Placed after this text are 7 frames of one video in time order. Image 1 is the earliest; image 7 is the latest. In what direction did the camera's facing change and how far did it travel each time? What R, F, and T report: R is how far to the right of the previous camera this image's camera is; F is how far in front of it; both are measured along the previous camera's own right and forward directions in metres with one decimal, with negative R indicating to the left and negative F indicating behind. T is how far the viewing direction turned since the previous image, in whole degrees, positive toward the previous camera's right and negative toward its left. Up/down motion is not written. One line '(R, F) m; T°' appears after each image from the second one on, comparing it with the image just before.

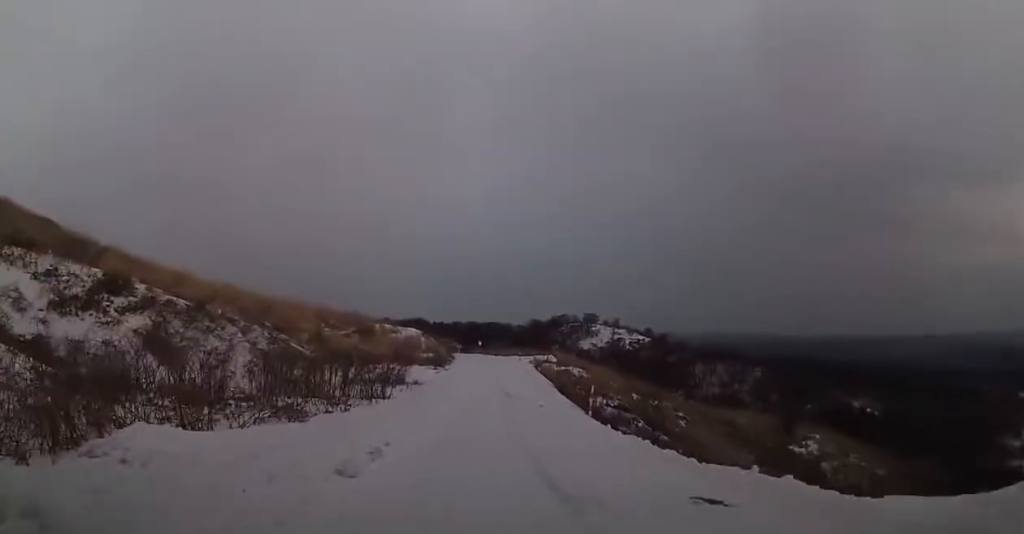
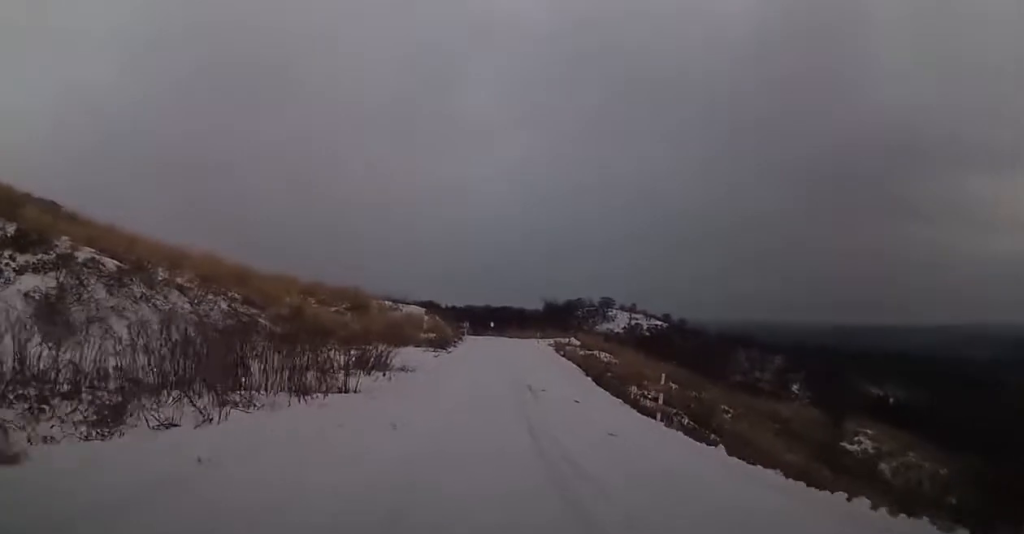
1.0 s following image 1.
(-0.4, +12.0) m; -2°
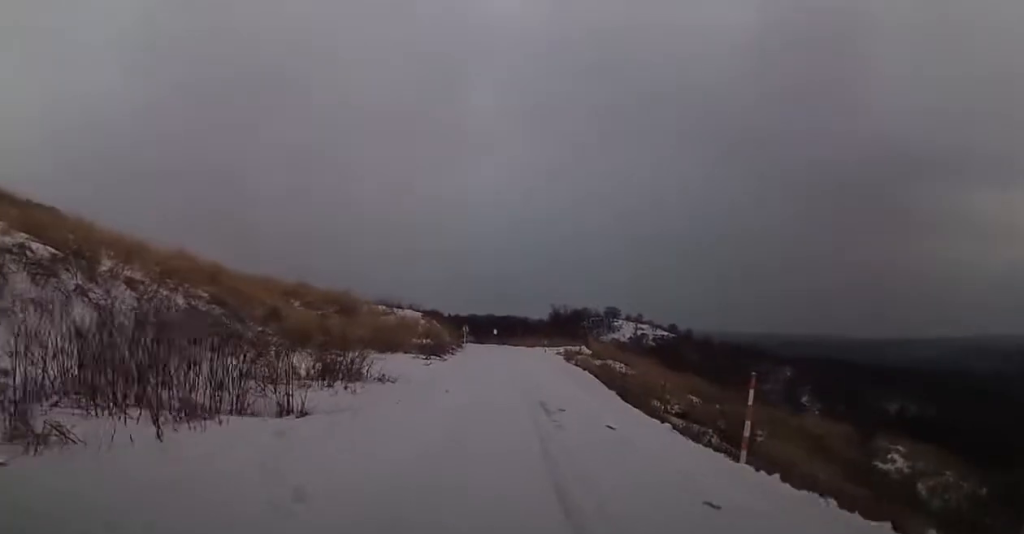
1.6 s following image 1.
(0.0, +7.3) m; 0°
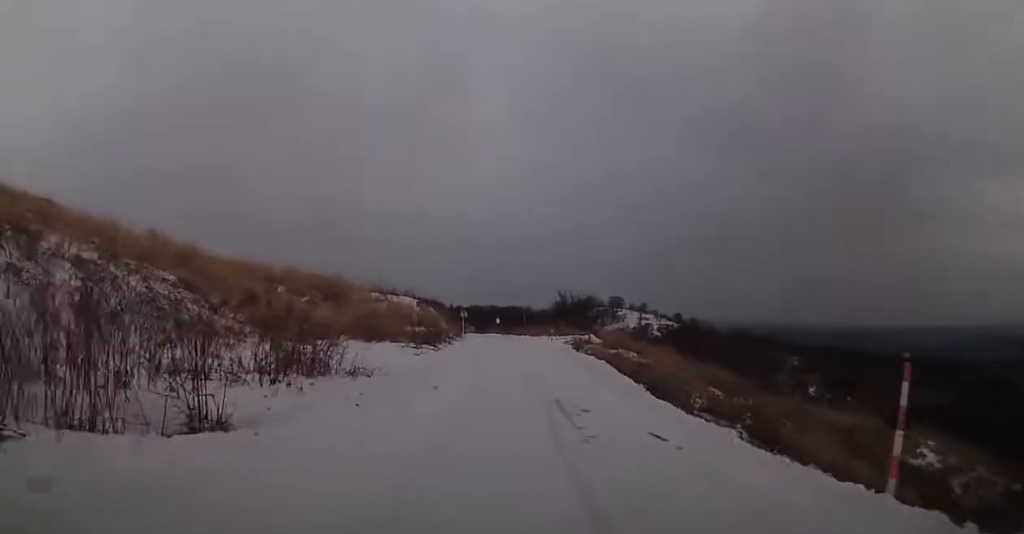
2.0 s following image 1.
(0.0, +5.7) m; 0°
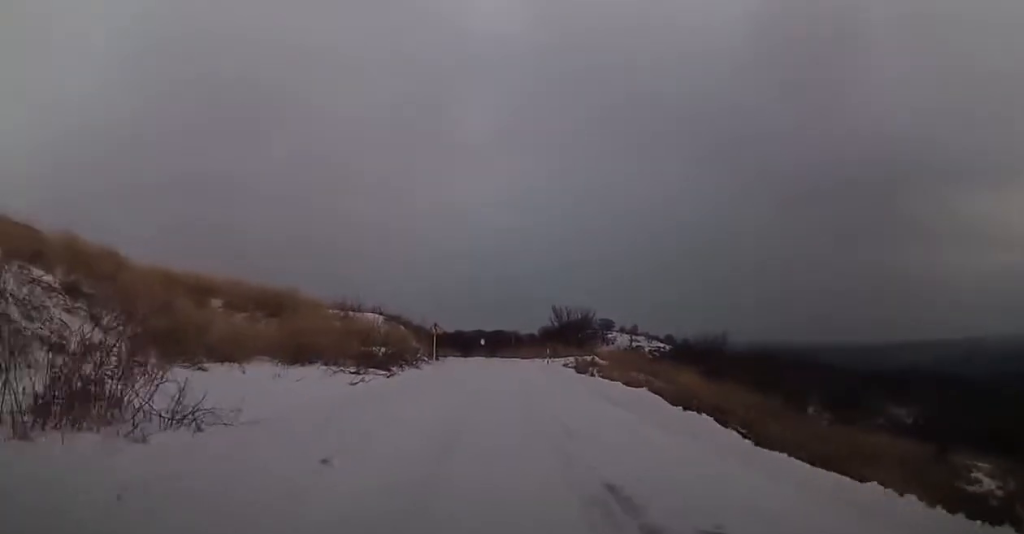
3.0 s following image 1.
(0.0, +12.0) m; 0°
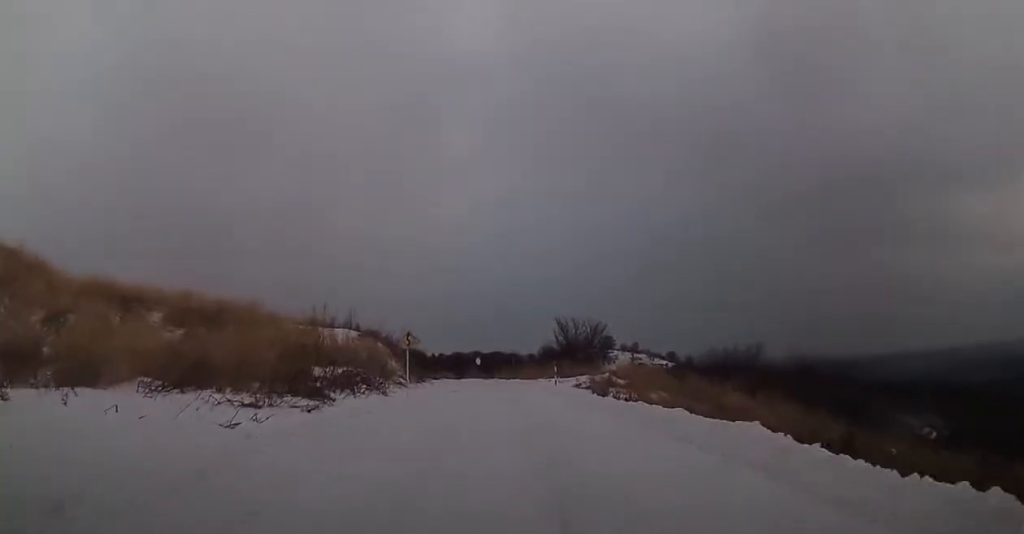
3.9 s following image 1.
(0.0, +9.7) m; 0°
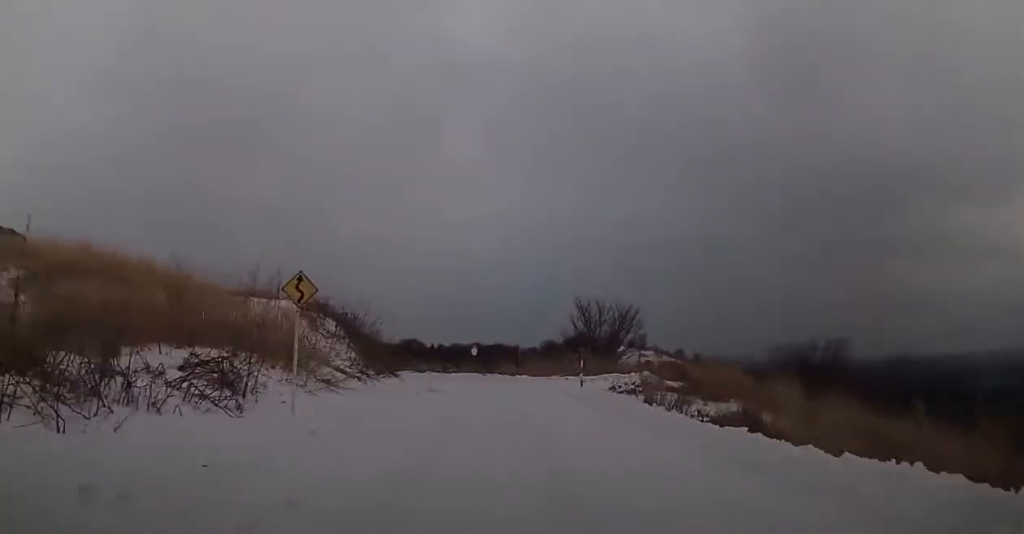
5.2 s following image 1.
(0.0, +15.0) m; 0°
